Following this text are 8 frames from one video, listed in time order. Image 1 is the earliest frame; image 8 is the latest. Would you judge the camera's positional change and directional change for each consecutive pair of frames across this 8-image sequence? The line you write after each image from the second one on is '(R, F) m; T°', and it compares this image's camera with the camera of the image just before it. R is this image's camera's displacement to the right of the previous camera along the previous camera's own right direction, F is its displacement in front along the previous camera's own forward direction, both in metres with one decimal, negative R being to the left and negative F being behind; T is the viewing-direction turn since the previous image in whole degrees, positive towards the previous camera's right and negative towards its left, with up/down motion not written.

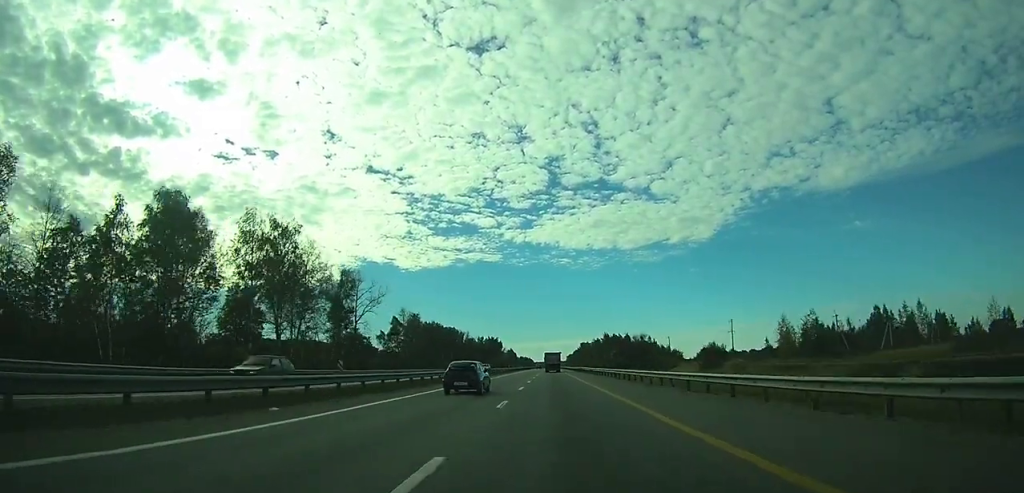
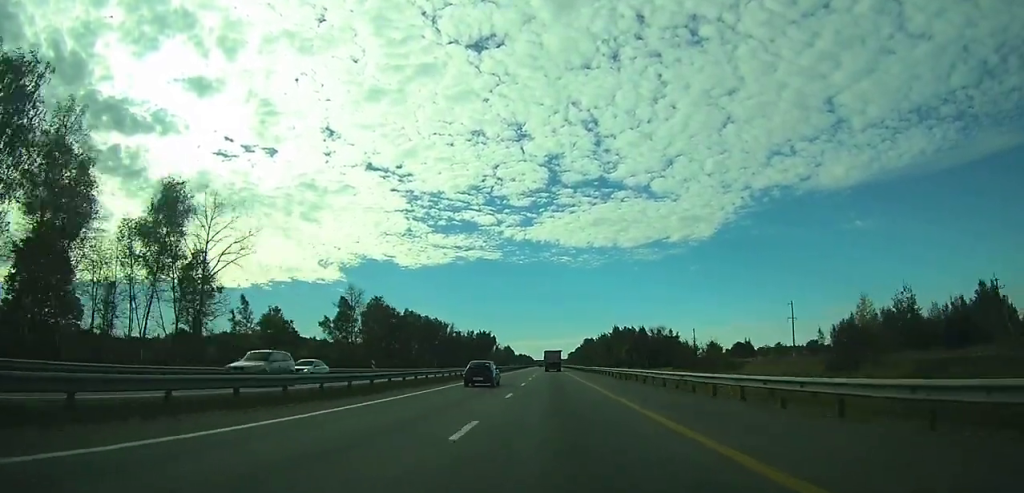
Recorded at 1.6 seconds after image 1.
(+0.1, +43.3) m; 0°
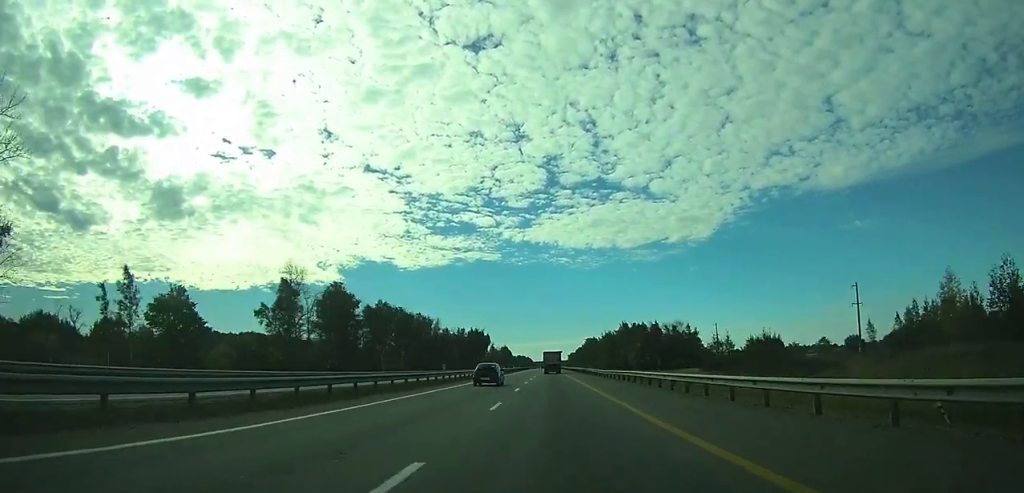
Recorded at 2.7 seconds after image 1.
(-0.1, +29.0) m; 0°
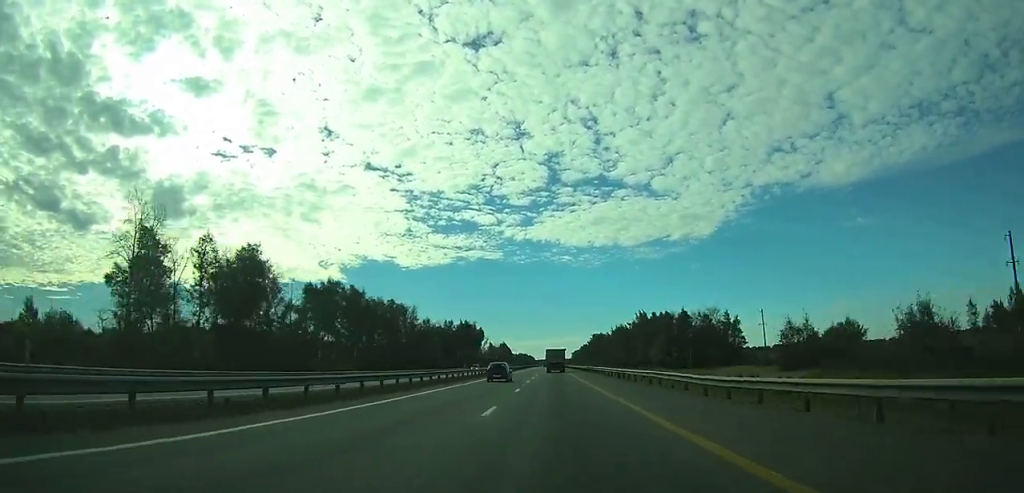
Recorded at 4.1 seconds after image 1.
(-0.1, +38.1) m; 0°
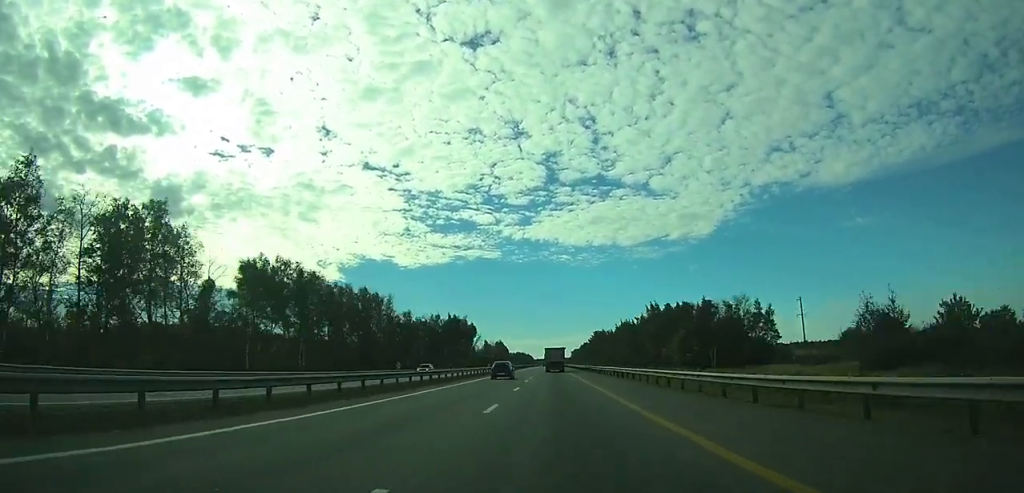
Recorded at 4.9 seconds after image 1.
(0.0, +23.6) m; 0°
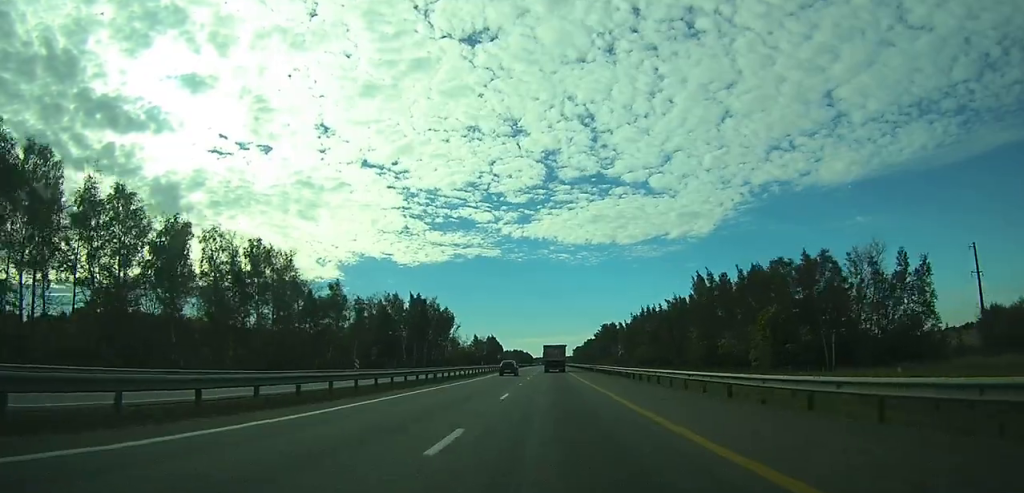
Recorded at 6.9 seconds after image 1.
(+0.1, +54.5) m; 0°
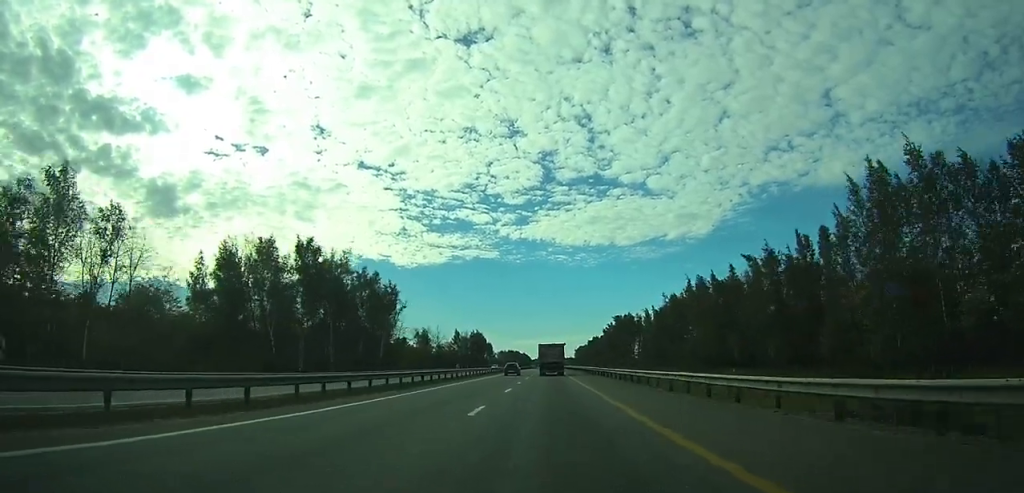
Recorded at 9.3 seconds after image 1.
(+0.1, +65.7) m; 0°
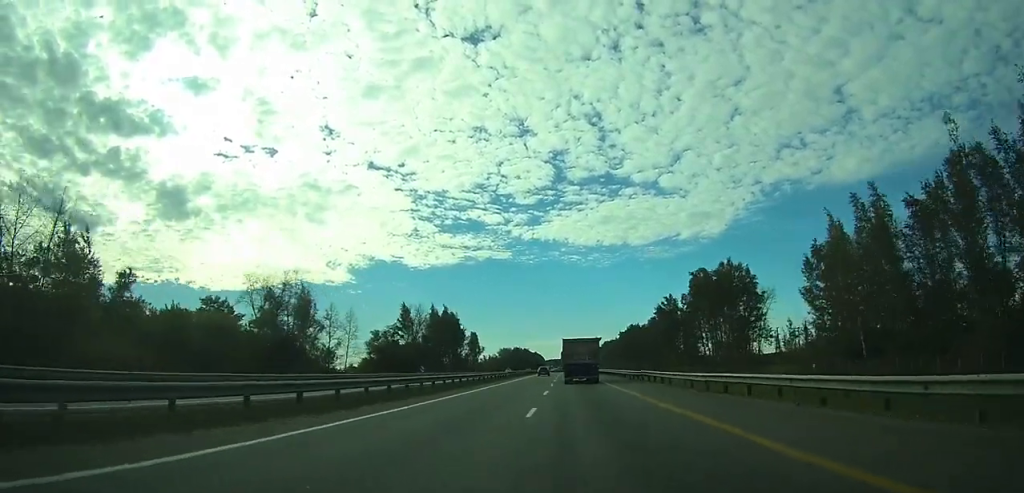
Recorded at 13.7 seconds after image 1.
(-0.6, +119.6) m; -1°
